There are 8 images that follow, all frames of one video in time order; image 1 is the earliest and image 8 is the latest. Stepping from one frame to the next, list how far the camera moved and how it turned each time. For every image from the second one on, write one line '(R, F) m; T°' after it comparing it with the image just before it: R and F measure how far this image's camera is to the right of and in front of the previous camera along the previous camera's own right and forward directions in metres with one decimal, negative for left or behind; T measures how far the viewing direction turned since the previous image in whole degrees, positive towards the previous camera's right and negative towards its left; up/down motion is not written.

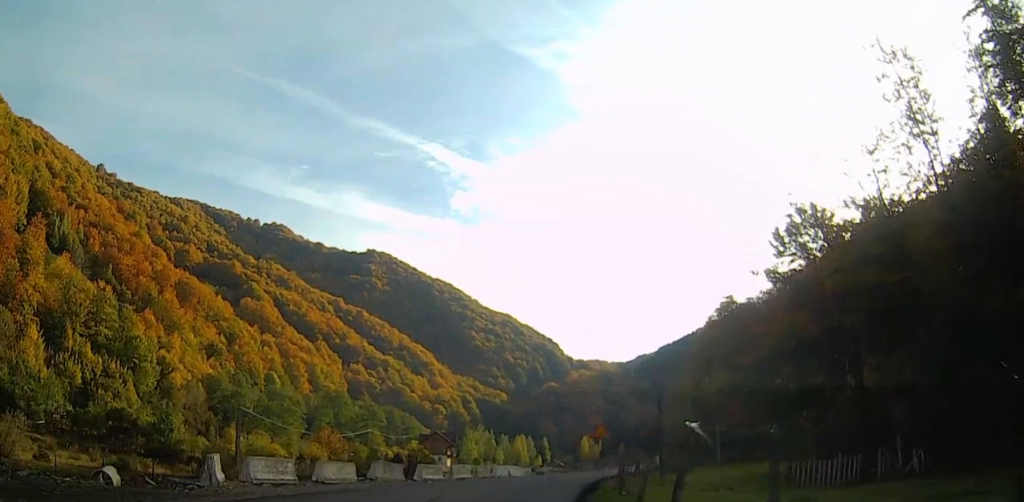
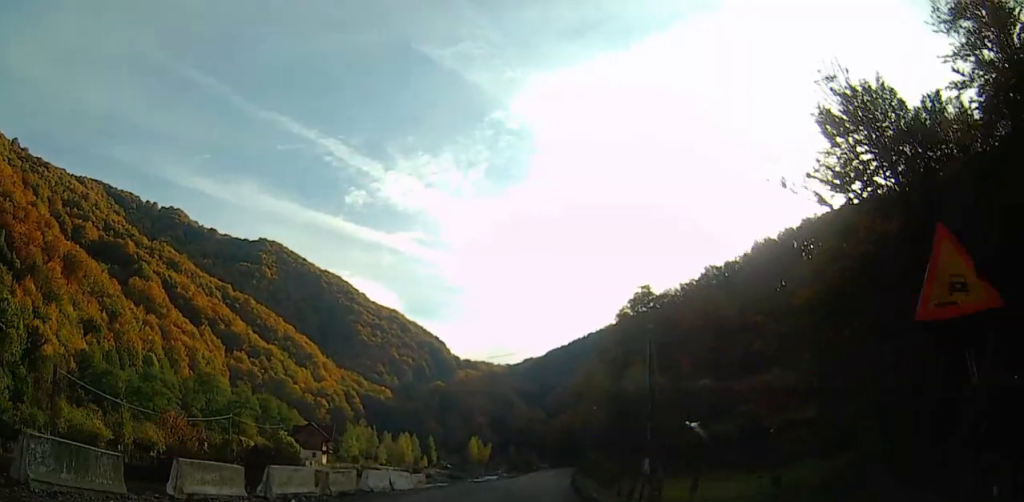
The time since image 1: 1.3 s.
(+1.4, +22.2) m; +8°
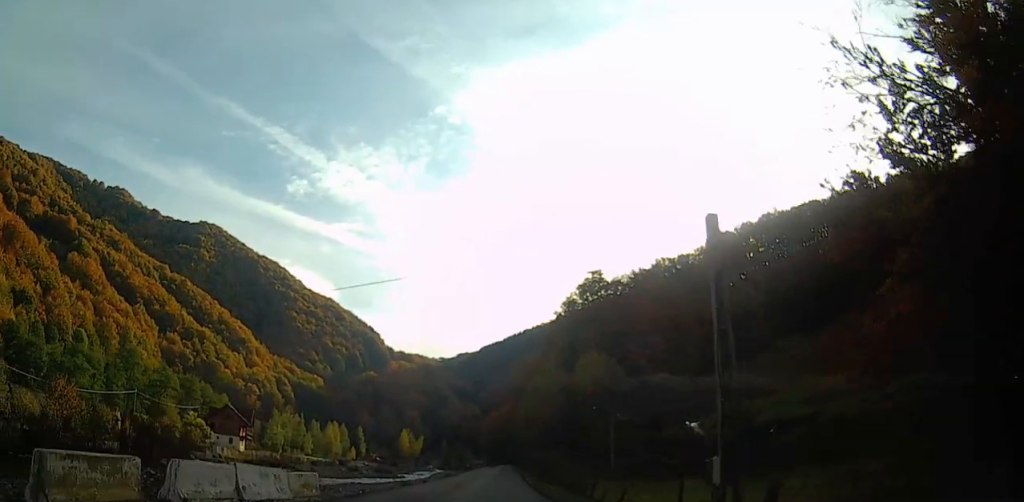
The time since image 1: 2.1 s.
(+0.8, +14.2) m; +6°
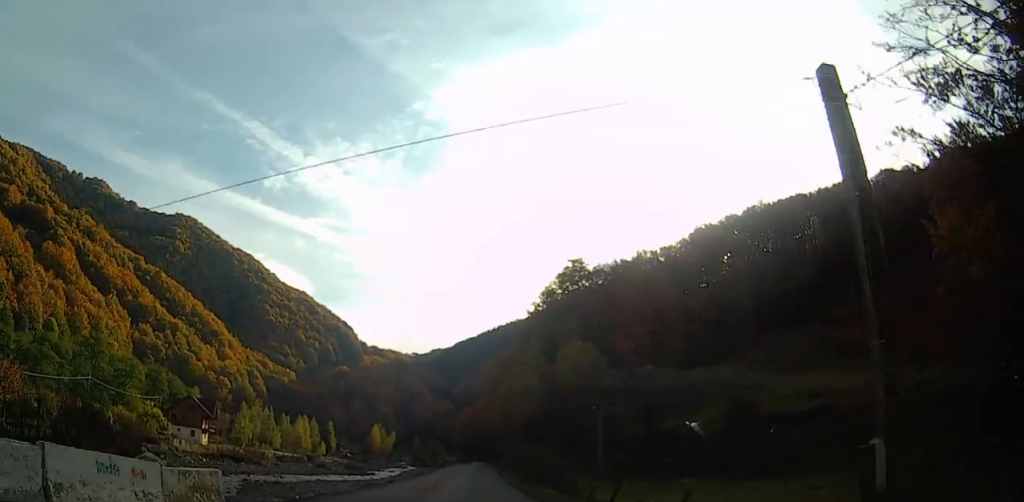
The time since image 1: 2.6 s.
(+0.2, +7.5) m; +3°
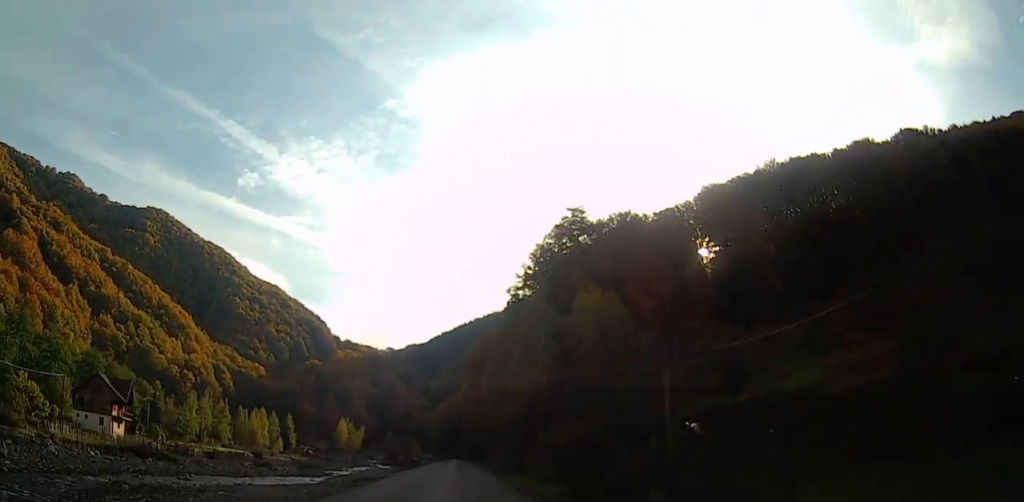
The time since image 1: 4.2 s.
(+1.8, +28.7) m; +4°
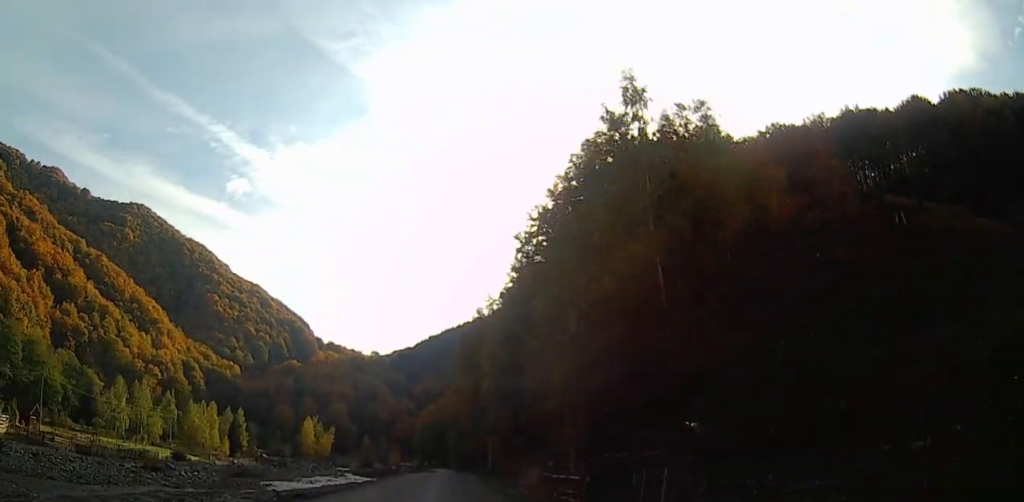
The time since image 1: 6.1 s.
(+0.2, +37.3) m; +1°
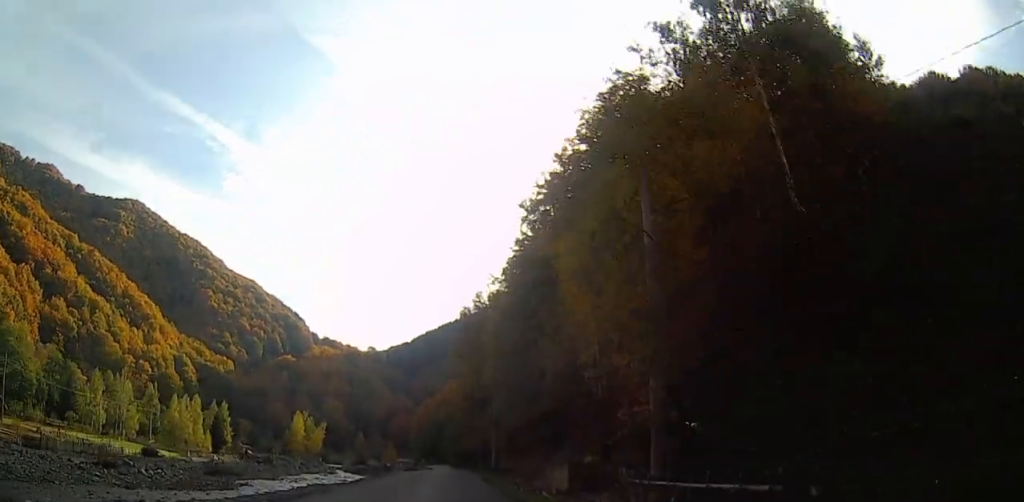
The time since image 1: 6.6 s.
(0.0, +10.7) m; +1°
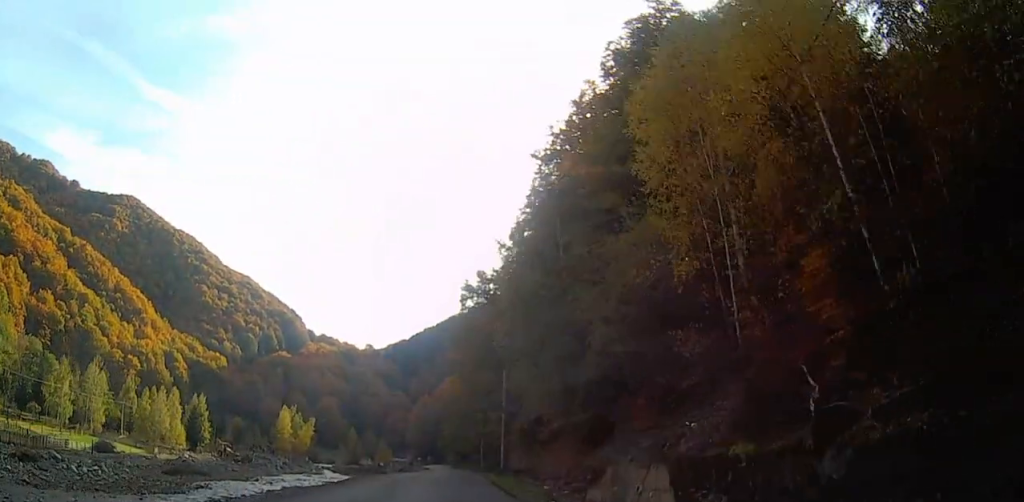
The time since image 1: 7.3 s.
(+0.1, +14.1) m; +1°
